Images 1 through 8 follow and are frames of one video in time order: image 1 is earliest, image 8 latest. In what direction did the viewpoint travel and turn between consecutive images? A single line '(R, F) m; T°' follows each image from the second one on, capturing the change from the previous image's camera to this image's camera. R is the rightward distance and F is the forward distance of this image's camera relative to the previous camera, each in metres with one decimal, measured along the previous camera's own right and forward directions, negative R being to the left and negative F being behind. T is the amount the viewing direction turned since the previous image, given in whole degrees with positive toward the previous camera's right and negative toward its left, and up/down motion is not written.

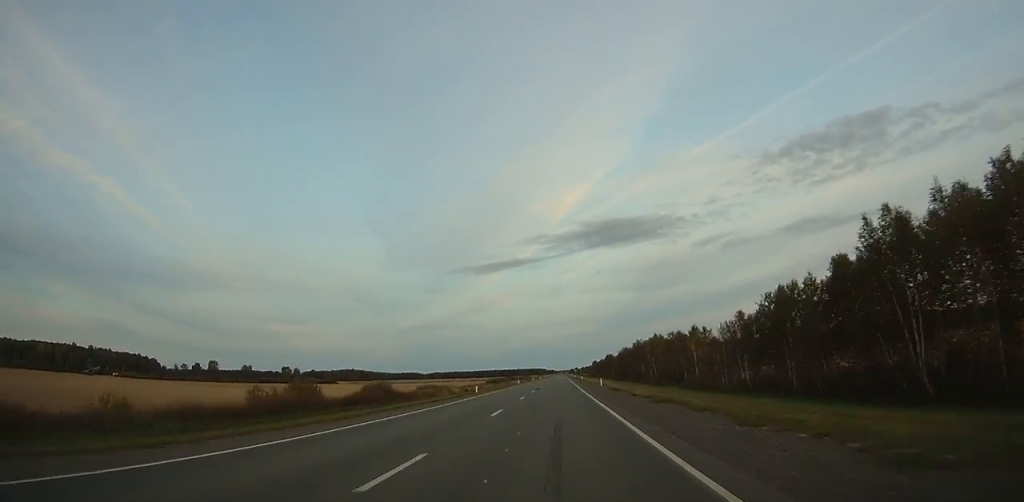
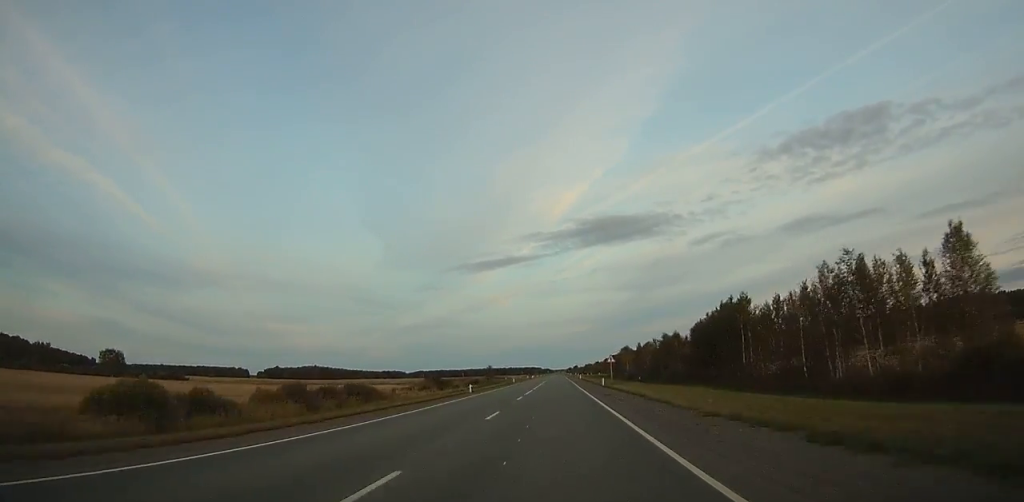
(+0.7, +156.5) m; 0°
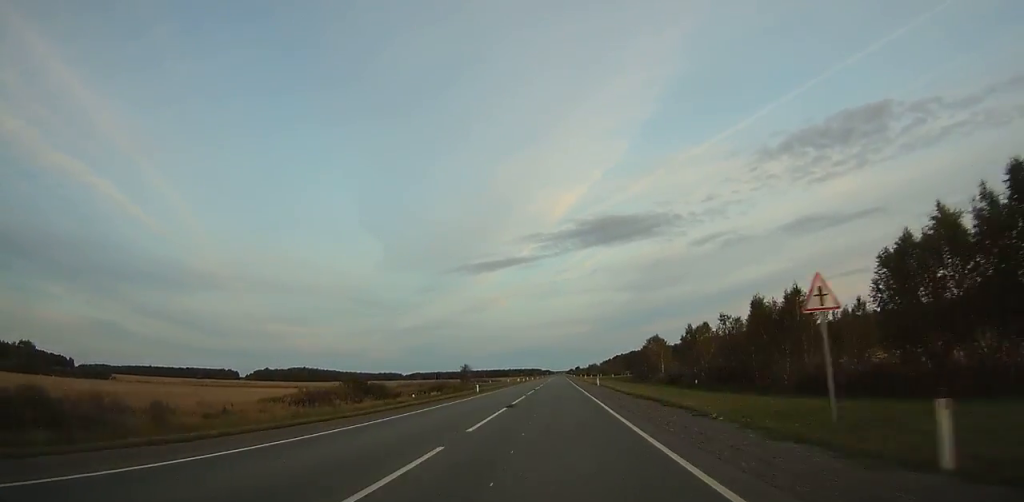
(0.0, +44.2) m; 0°
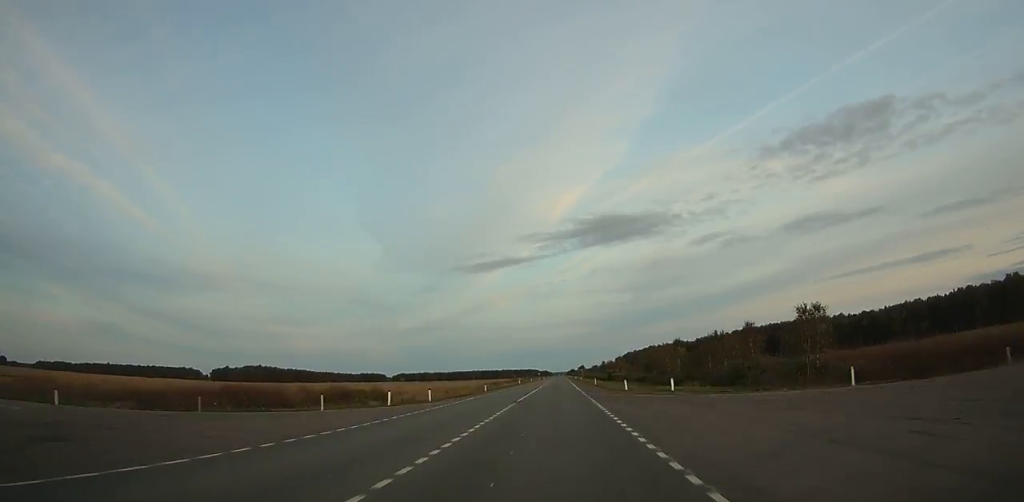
(-0.2, +139.8) m; 0°
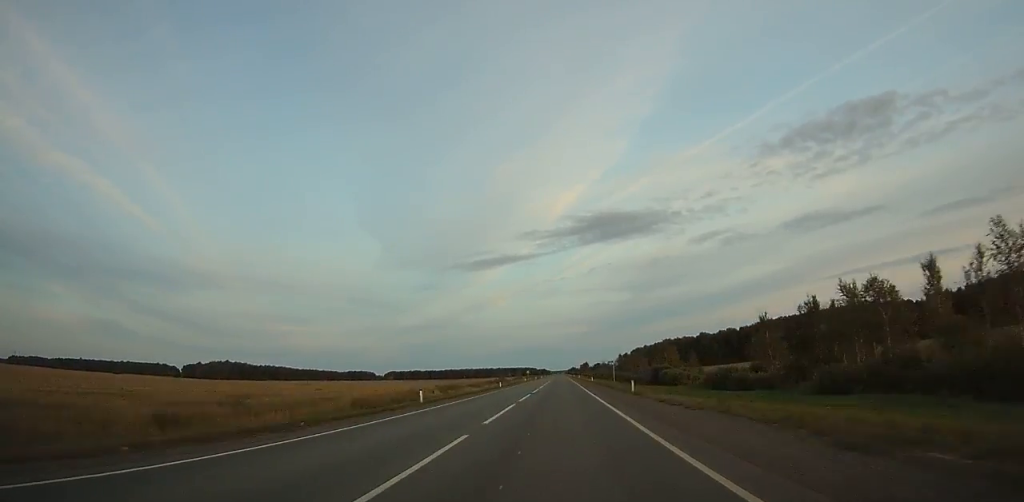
(0.0, +80.8) m; 0°
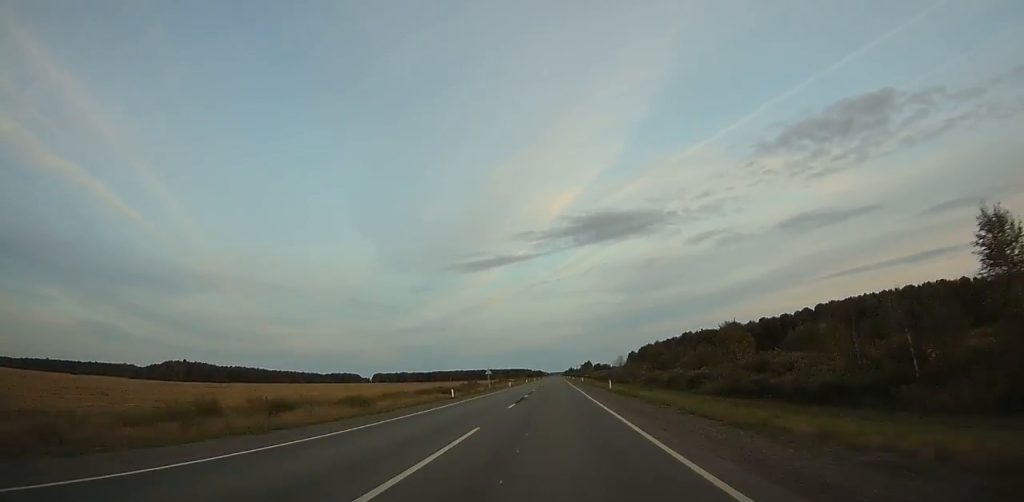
(+0.3, +81.1) m; 0°
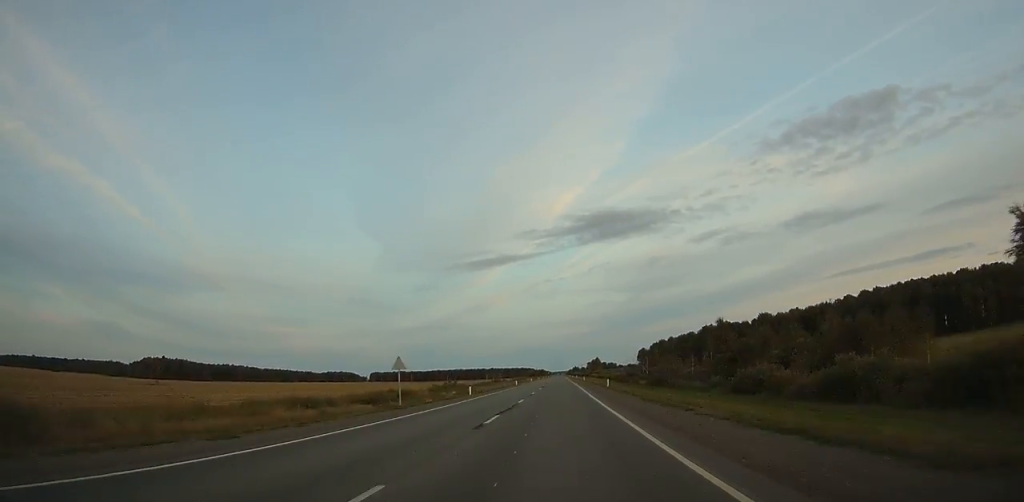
(+0.1, +45.2) m; 0°
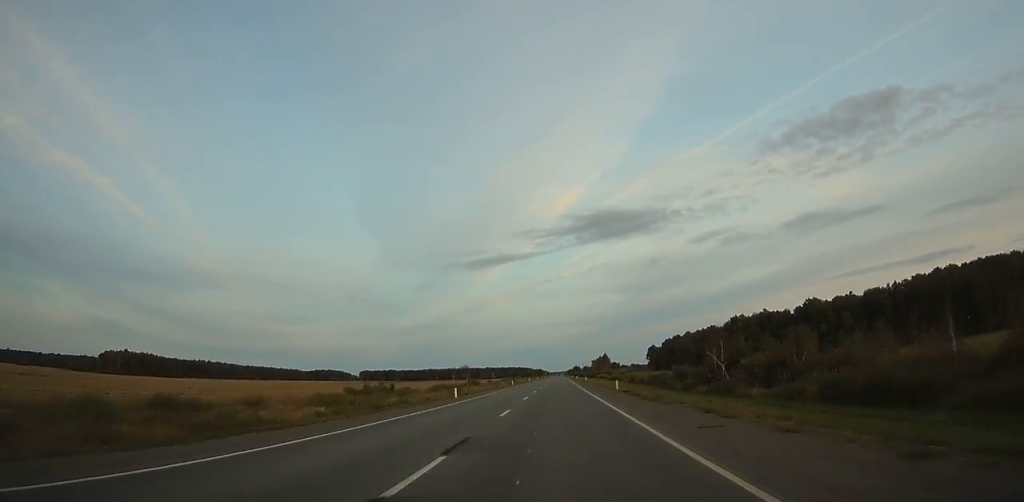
(-0.1, +57.4) m; 0°
